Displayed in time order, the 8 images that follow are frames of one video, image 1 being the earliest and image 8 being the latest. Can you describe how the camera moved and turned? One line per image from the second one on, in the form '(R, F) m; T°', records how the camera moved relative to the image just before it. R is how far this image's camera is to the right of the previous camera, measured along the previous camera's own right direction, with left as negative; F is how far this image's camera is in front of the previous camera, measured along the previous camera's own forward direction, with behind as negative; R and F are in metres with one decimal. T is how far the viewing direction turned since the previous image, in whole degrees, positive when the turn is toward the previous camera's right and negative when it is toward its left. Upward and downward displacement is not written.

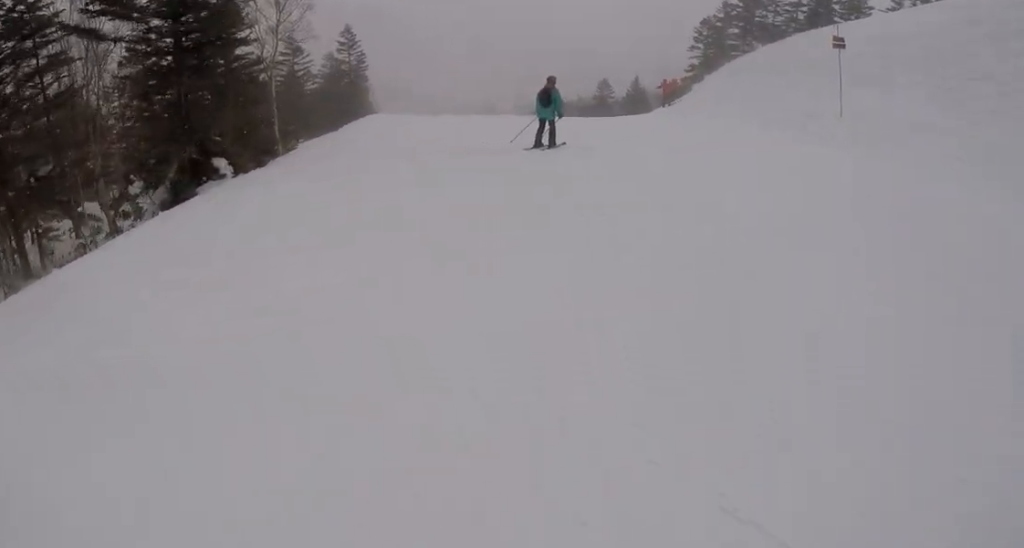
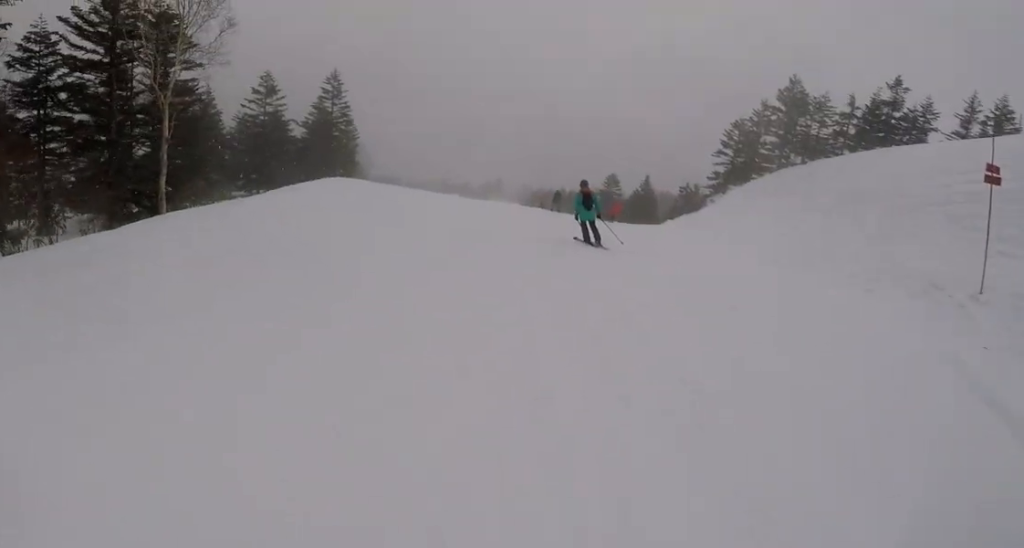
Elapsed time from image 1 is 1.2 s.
(+1.3, +8.1) m; +6°
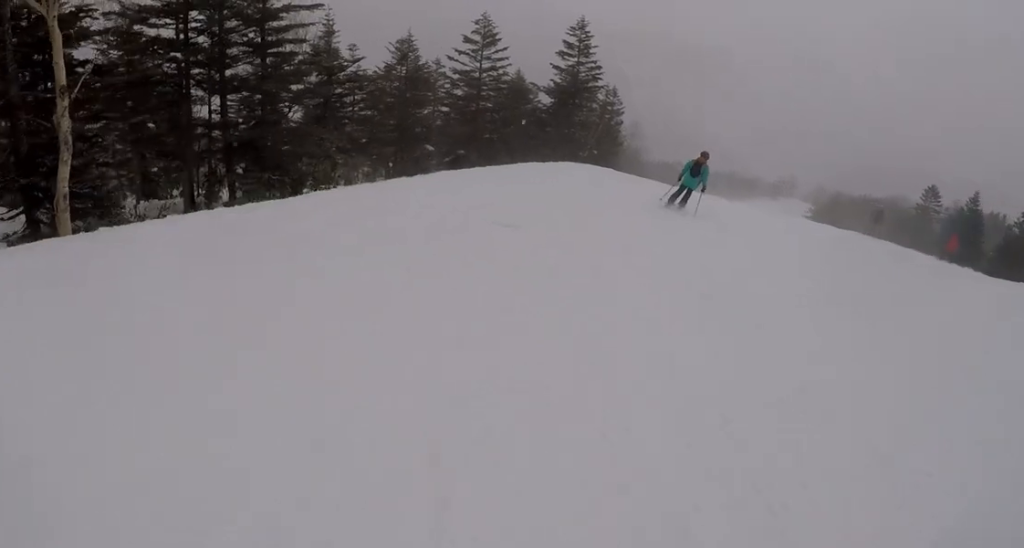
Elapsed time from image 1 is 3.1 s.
(-2.4, +11.3) m; -18°
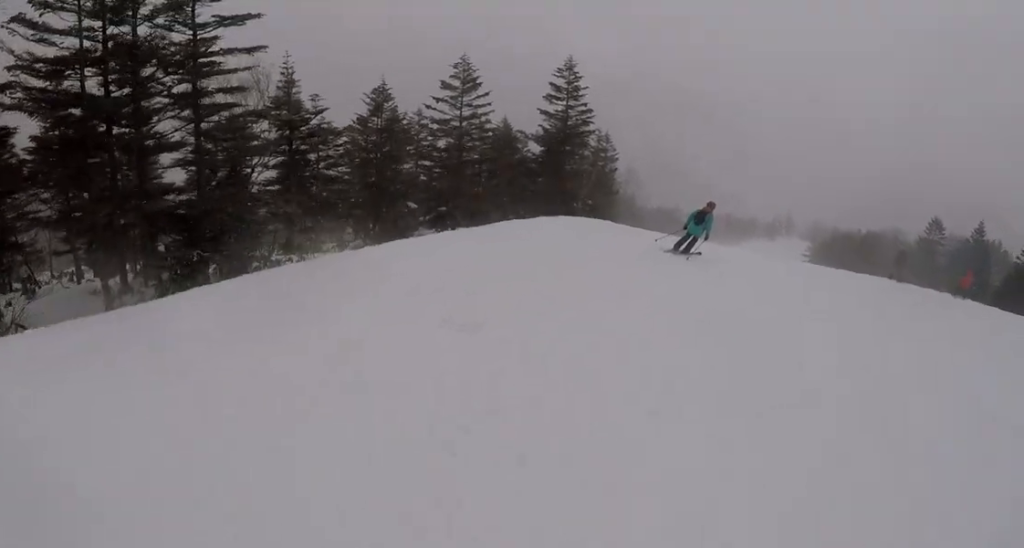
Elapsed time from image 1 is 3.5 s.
(+0.1, +2.8) m; +6°
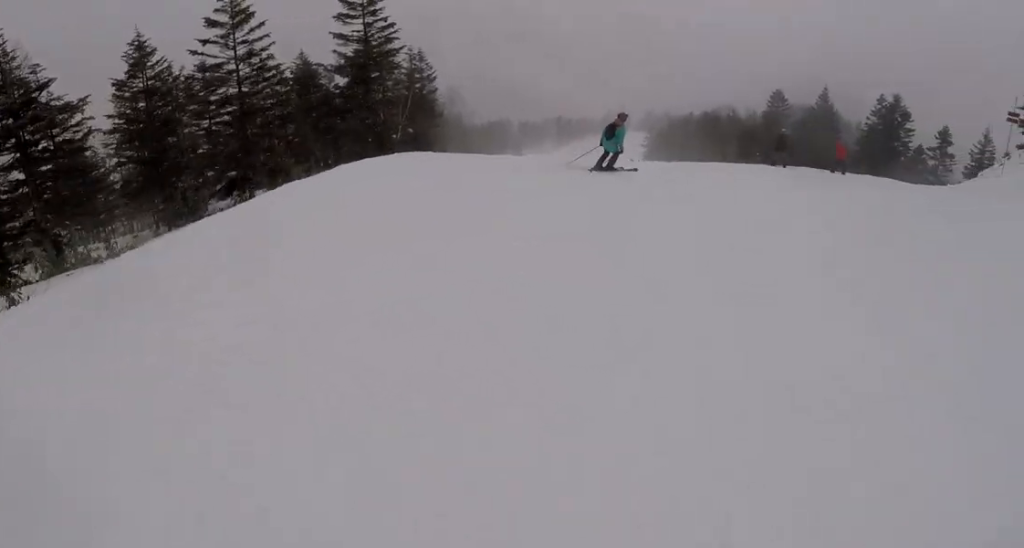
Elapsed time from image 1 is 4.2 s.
(+0.3, +4.5) m; +9°
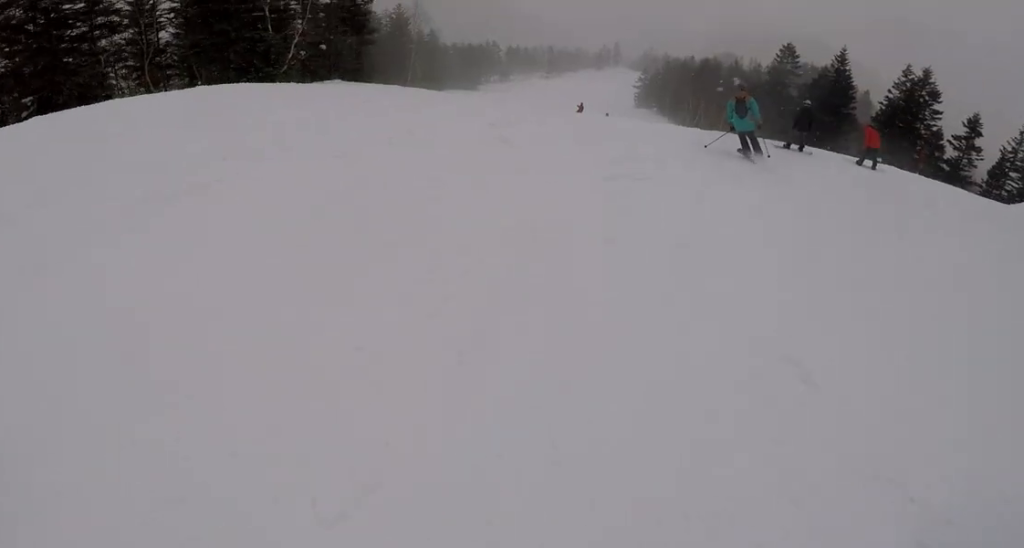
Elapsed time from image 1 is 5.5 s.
(+0.9, +7.7) m; 0°
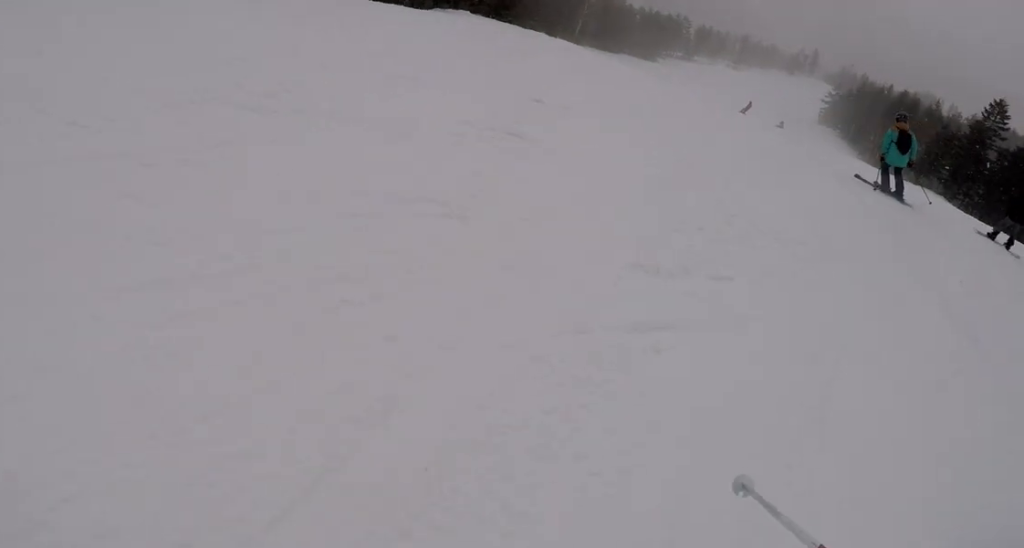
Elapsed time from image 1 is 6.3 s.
(-0.3, +4.2) m; -5°
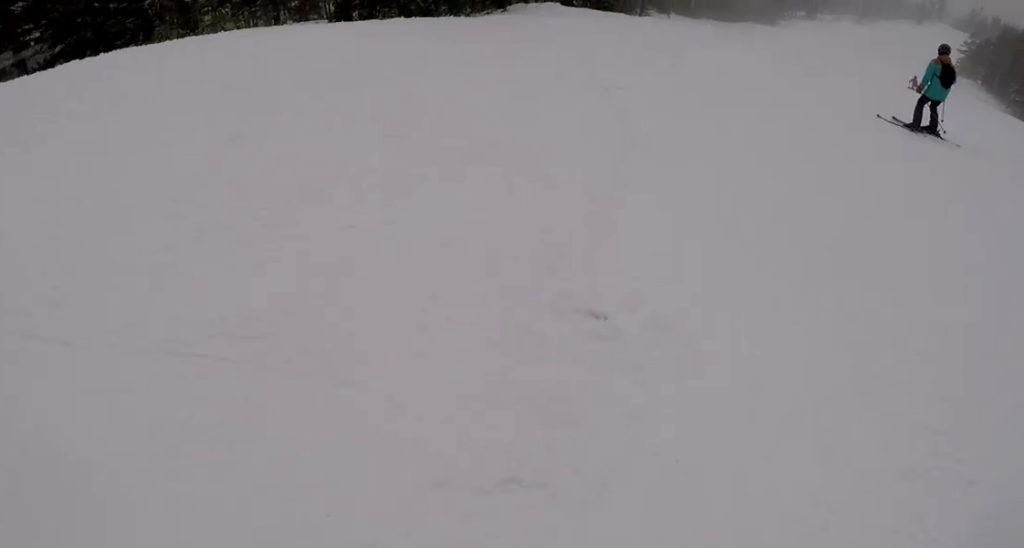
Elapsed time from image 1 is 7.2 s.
(-0.4, +5.0) m; +2°
